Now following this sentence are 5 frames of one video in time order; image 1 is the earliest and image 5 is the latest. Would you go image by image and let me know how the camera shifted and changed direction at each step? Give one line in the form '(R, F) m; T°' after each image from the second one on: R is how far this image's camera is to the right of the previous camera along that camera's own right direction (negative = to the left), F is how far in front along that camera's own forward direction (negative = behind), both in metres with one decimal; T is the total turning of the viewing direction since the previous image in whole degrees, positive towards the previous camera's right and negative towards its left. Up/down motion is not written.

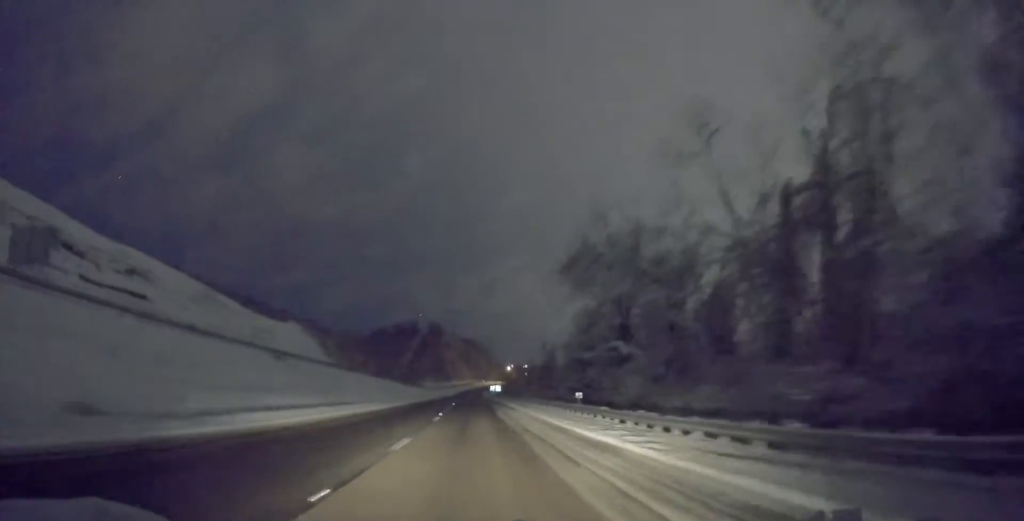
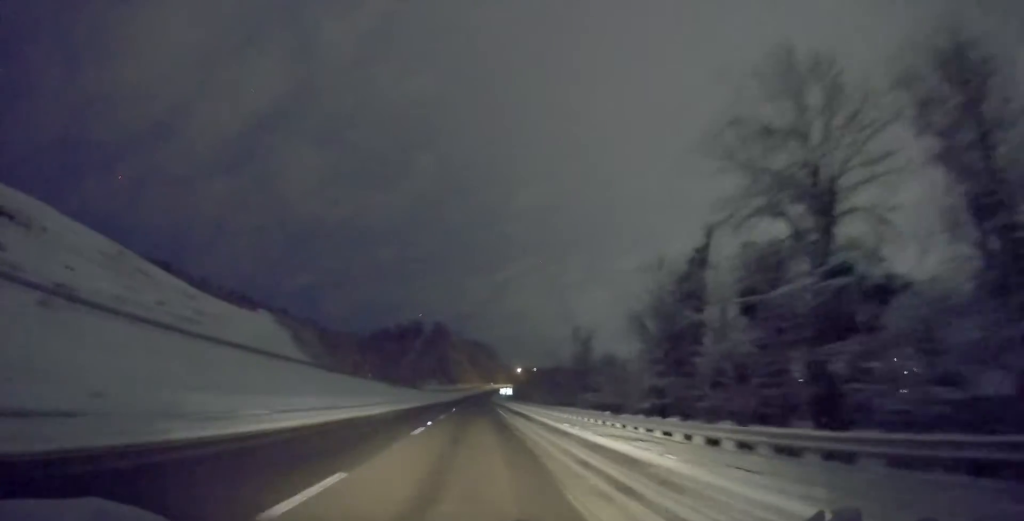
(-0.1, +31.1) m; -2°
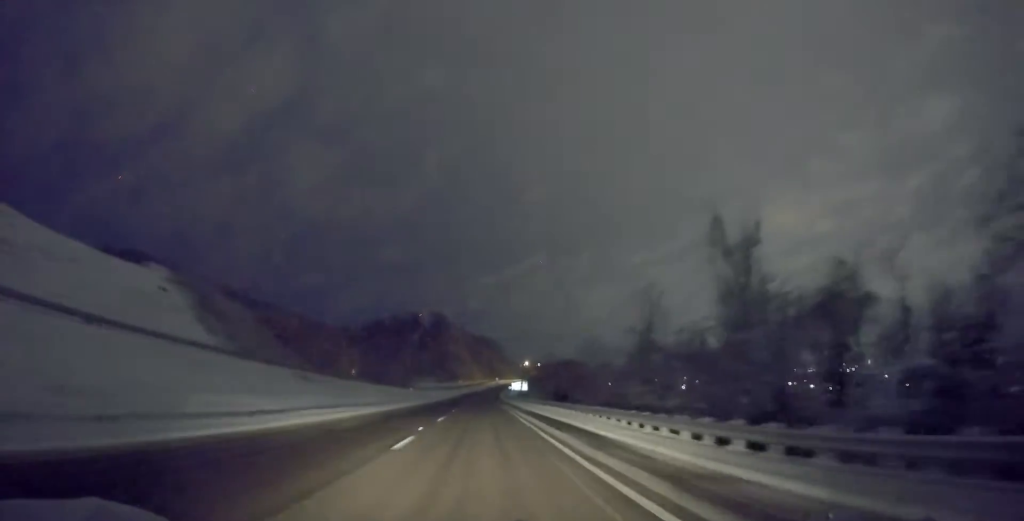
(-0.1, +54.0) m; 0°
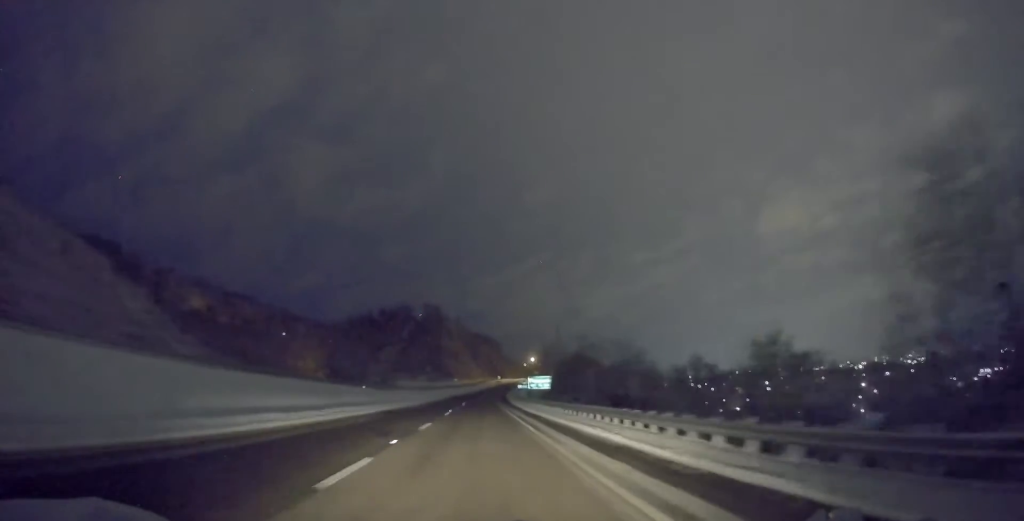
(-0.5, +53.8) m; 0°
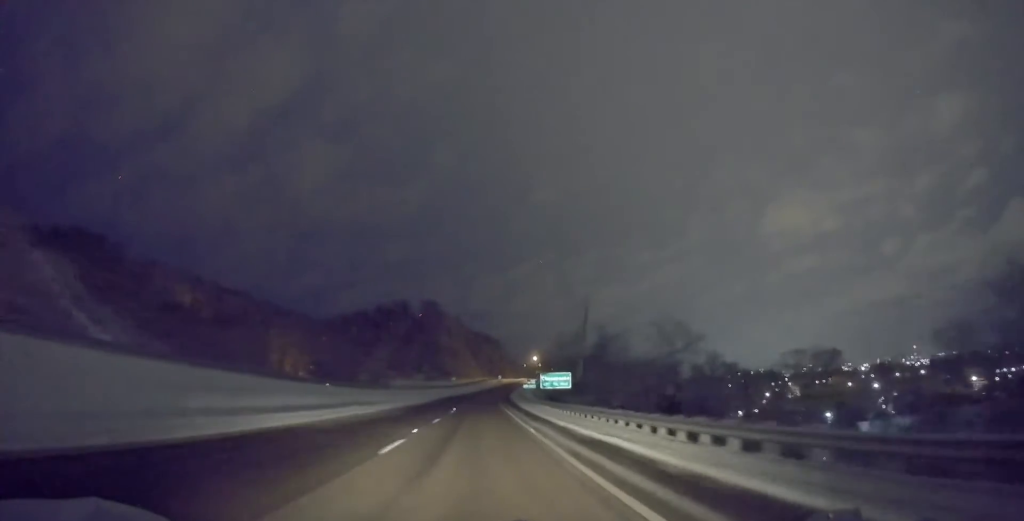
(+0.4, +19.9) m; +1°
